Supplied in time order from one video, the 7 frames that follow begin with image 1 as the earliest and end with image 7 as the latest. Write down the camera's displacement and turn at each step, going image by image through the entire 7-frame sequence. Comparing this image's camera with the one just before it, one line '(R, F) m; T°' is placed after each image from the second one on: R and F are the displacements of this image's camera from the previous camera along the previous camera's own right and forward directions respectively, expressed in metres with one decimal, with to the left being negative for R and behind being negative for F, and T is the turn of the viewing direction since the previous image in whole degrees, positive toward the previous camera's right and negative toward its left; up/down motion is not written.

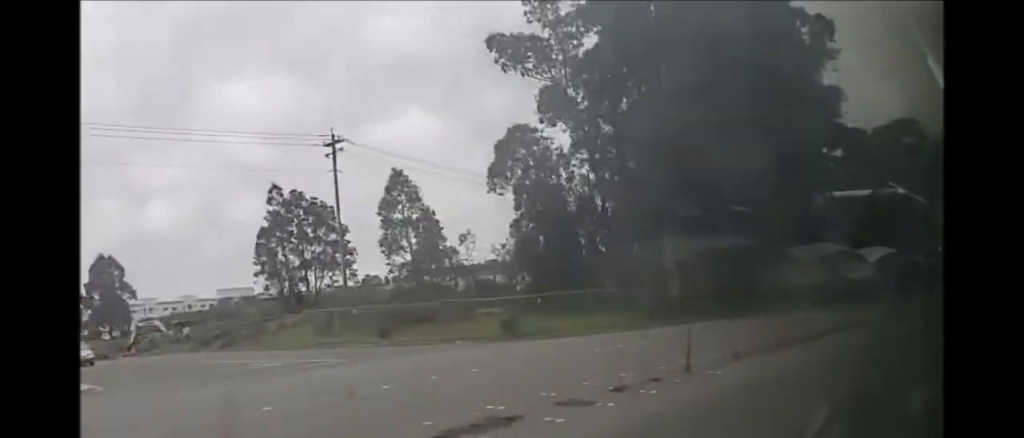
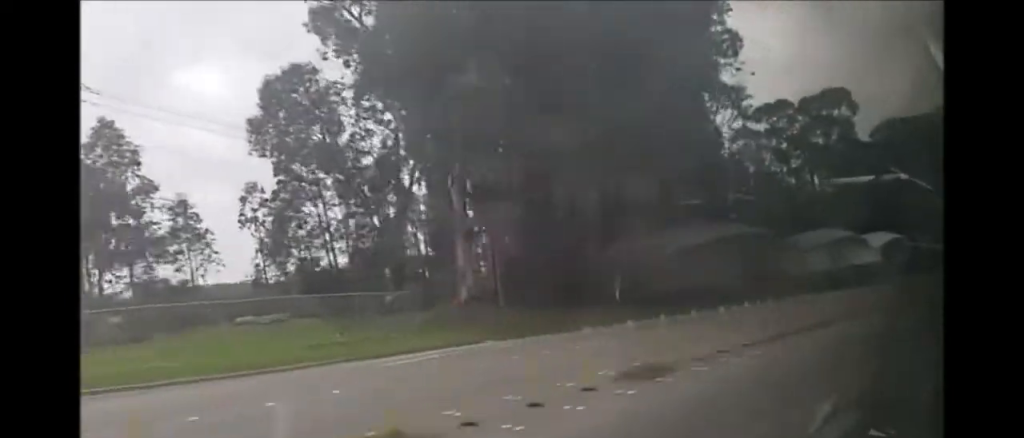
(+1.3, +18.4) m; +3°
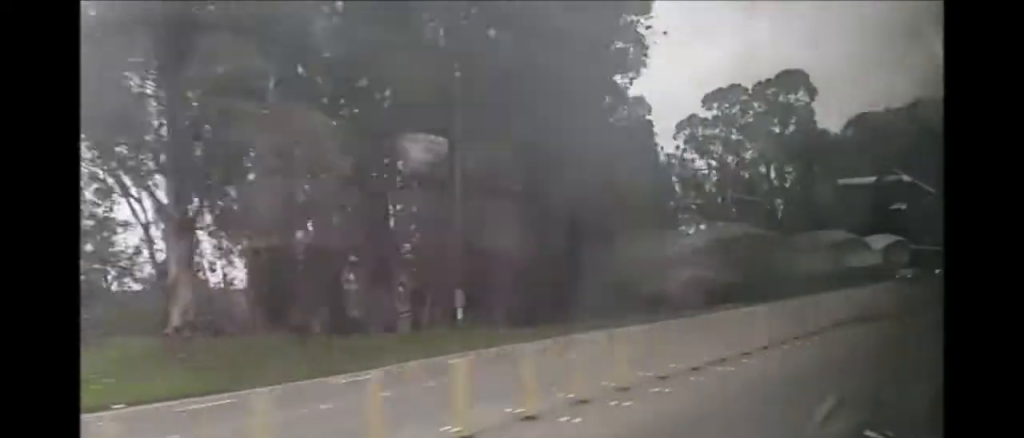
(-0.4, +12.4) m; 0°
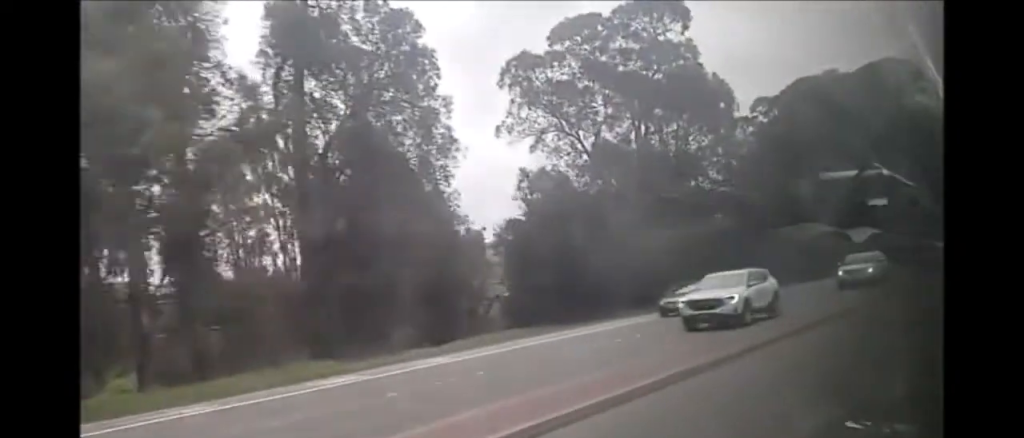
(+0.4, +27.5) m; 0°
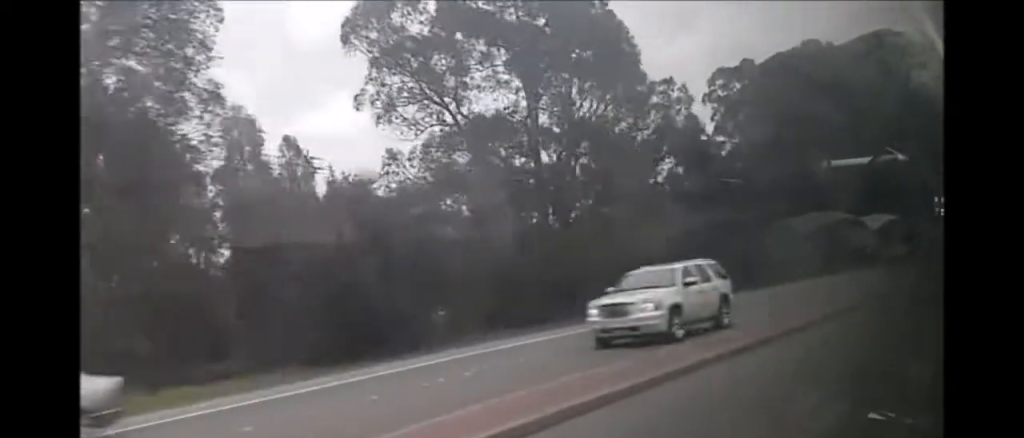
(-0.3, +15.6) m; +1°
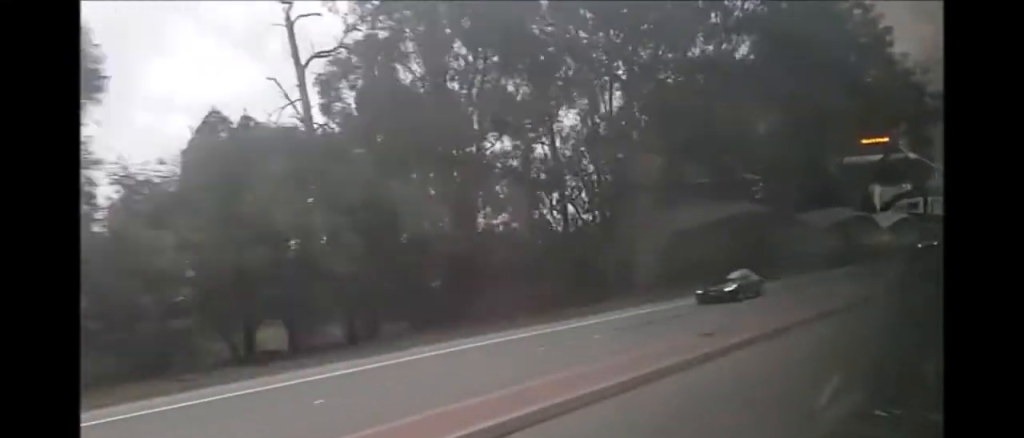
(+1.1, +47.5) m; +1°
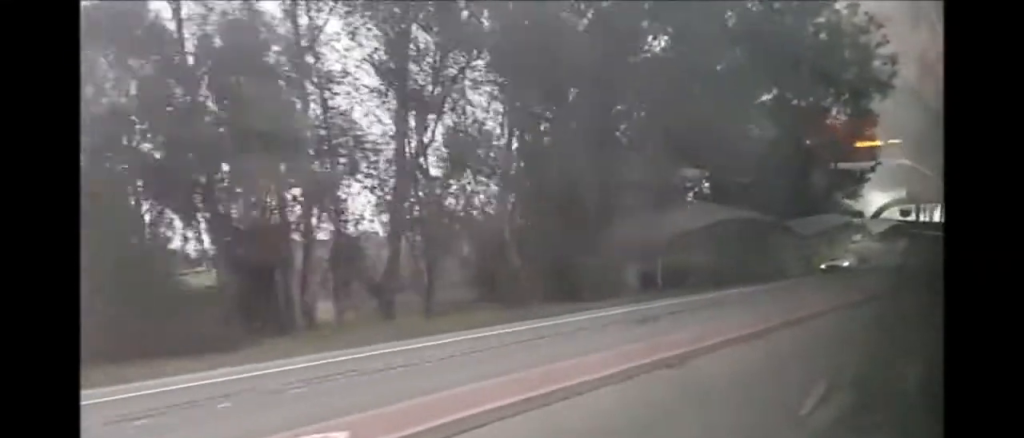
(-0.2, +23.6) m; 0°
